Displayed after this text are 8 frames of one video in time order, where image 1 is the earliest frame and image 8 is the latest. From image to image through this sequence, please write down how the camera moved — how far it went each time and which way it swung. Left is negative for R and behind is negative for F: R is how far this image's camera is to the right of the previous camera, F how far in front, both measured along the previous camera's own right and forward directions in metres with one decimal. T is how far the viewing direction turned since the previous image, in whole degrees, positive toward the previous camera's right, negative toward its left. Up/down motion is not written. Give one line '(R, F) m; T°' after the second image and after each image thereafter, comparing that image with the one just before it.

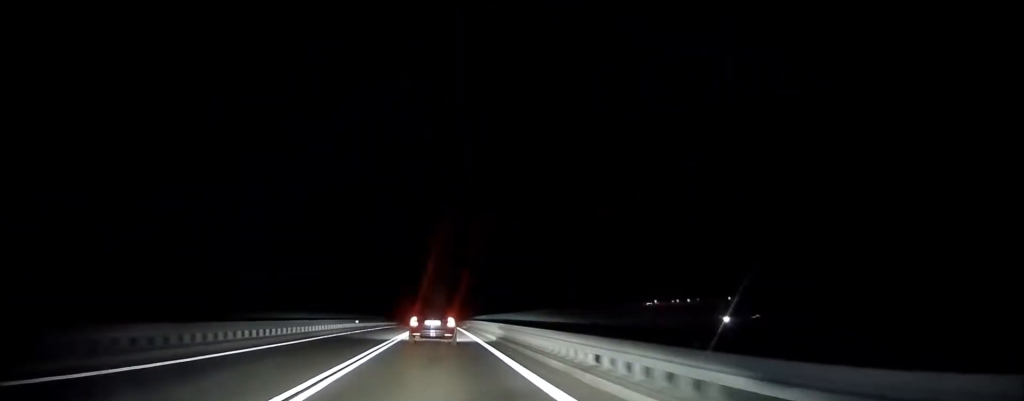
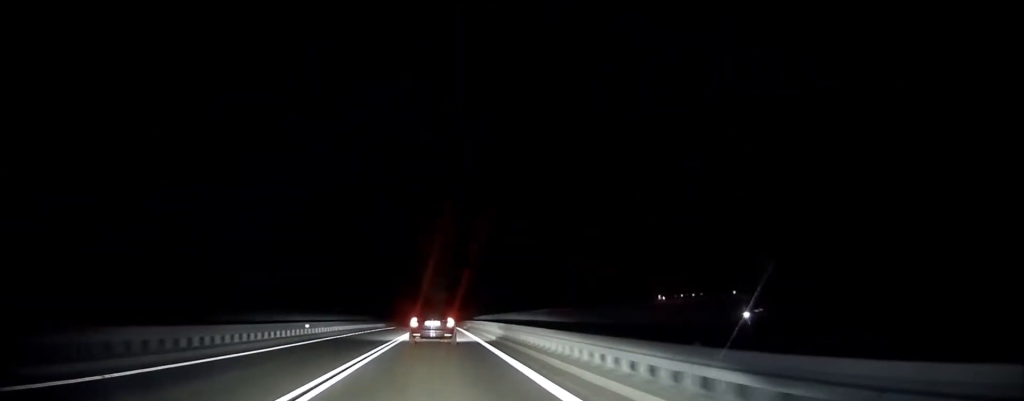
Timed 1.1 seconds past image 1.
(-0.1, +20.3) m; 0°
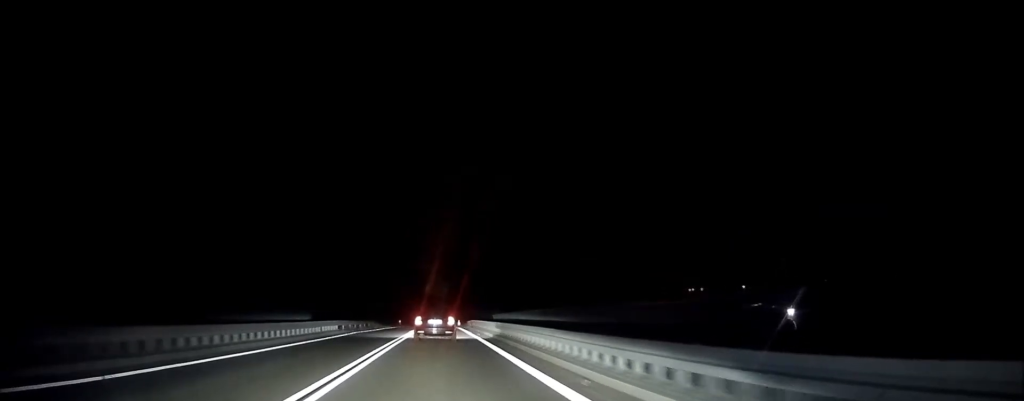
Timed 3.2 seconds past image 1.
(+0.2, +40.1) m; 0°
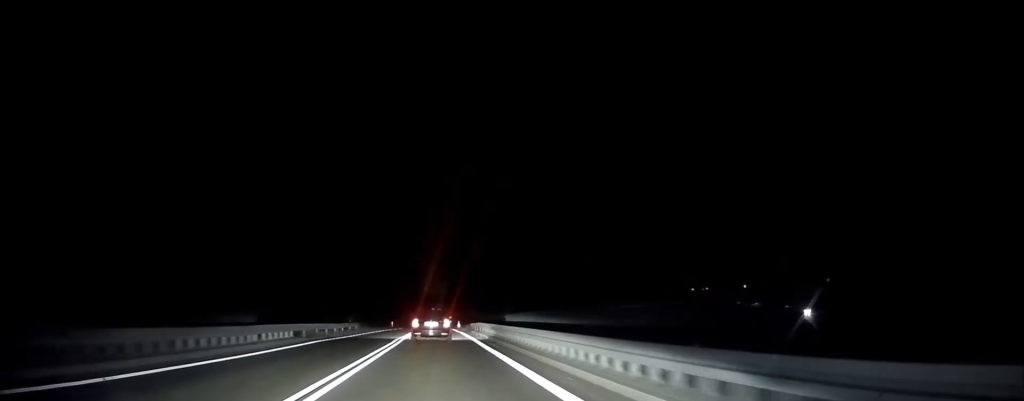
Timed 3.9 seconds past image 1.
(-0.1, +13.9) m; 0°
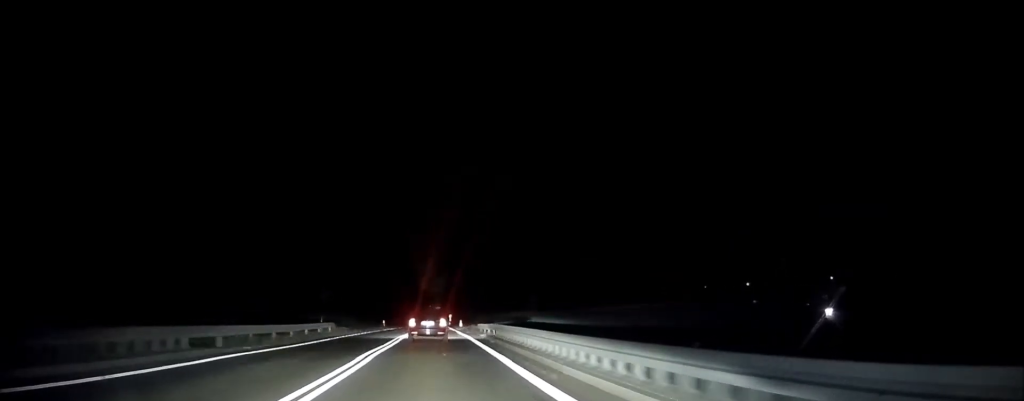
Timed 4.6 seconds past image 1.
(-0.1, +14.1) m; 0°
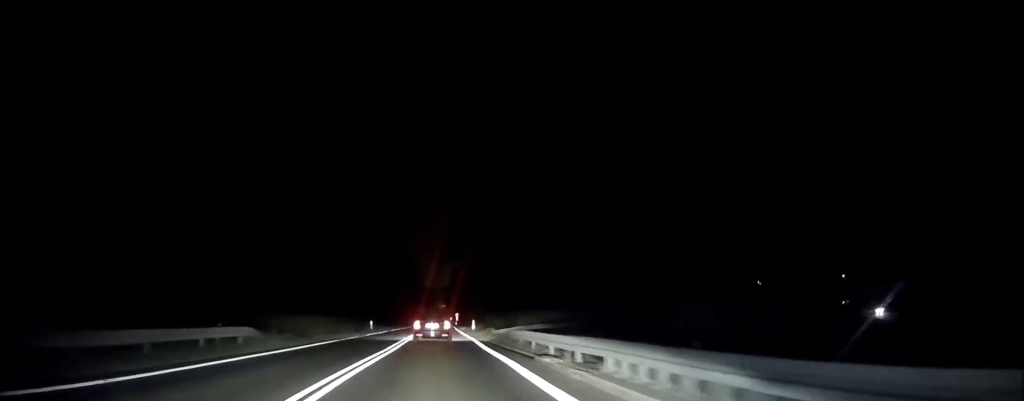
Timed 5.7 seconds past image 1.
(0.0, +21.9) m; 0°
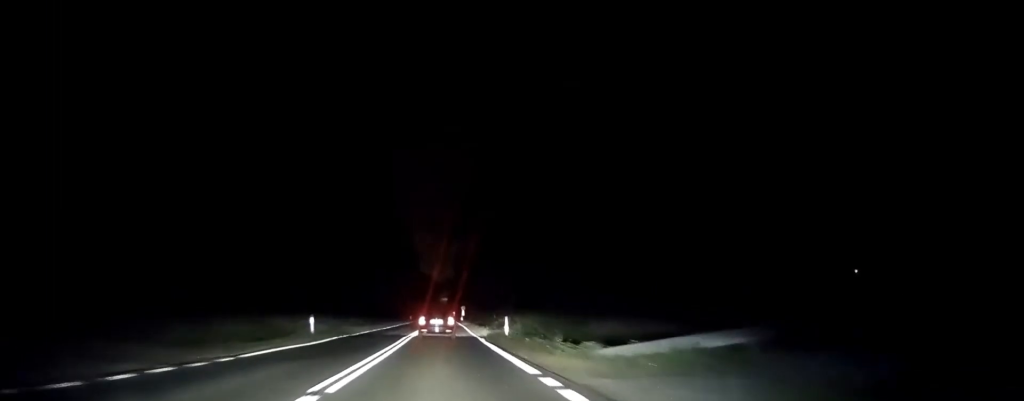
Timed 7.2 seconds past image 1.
(0.0, +32.4) m; 0°
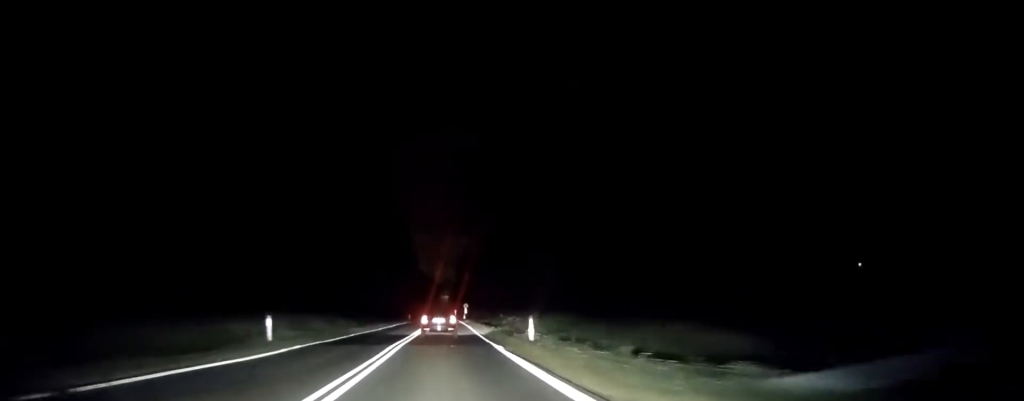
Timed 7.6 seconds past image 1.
(0.0, +9.4) m; 0°
